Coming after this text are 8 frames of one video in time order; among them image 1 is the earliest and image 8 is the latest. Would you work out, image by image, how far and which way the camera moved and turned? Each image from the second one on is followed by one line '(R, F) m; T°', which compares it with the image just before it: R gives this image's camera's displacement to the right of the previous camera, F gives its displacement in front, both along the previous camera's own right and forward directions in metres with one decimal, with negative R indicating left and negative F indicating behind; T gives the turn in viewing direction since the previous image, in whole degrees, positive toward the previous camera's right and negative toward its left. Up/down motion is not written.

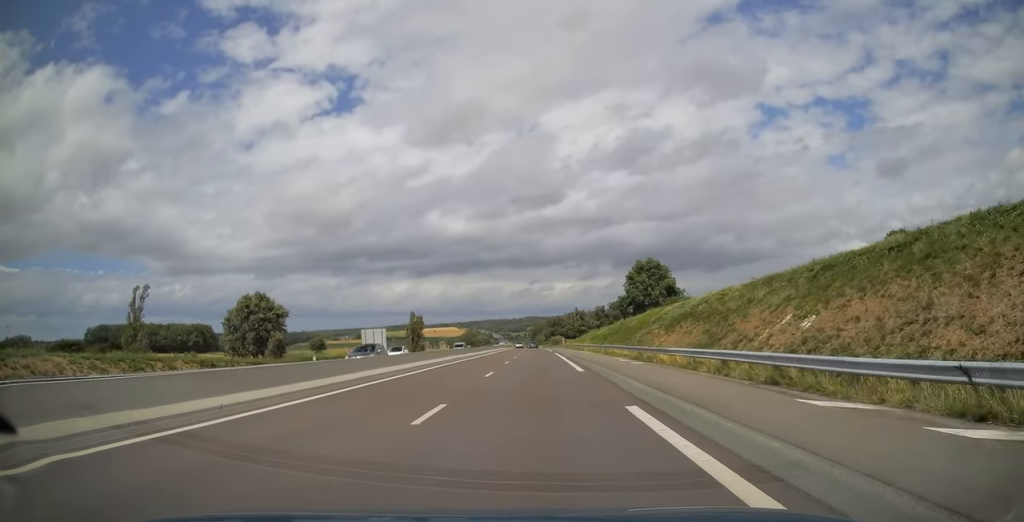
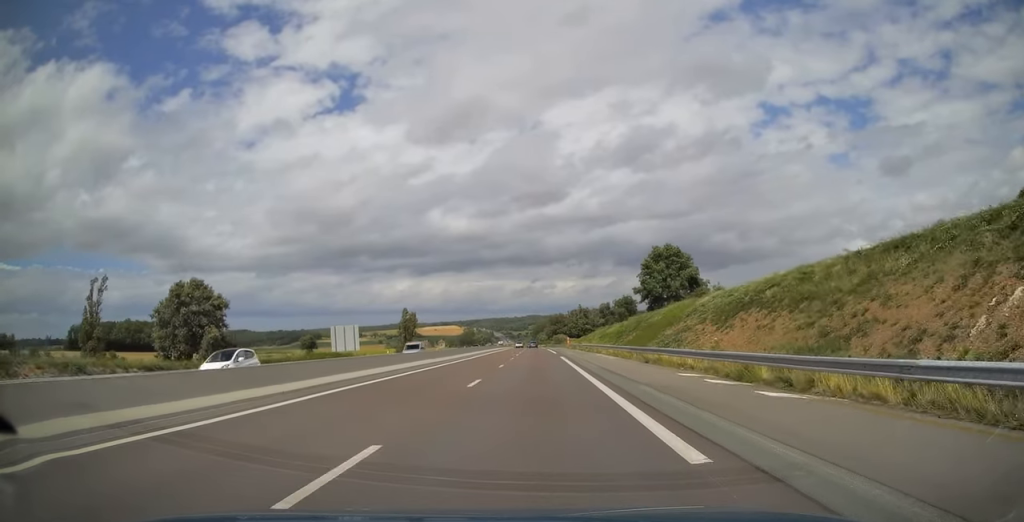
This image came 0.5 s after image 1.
(0.0, +17.9) m; 0°
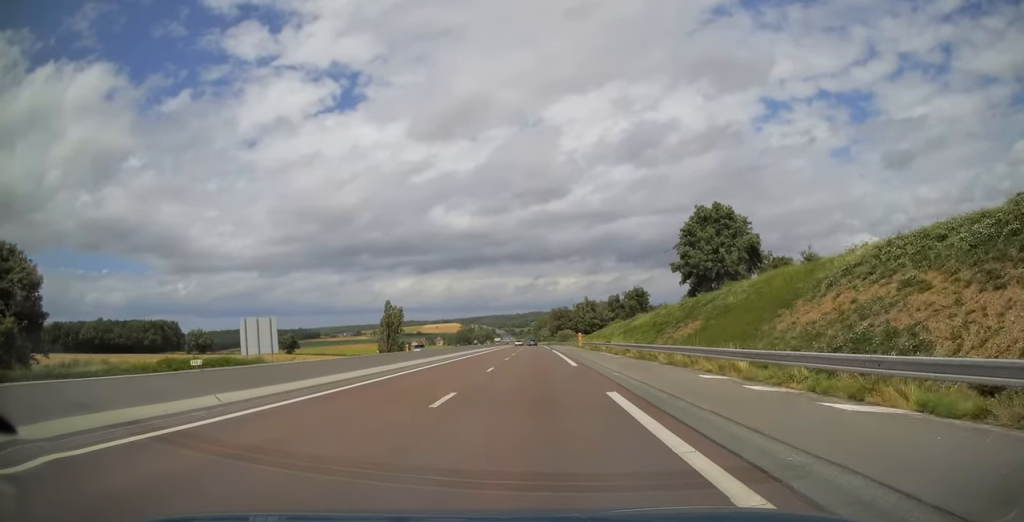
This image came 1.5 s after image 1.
(-0.2, +31.3) m; 0°
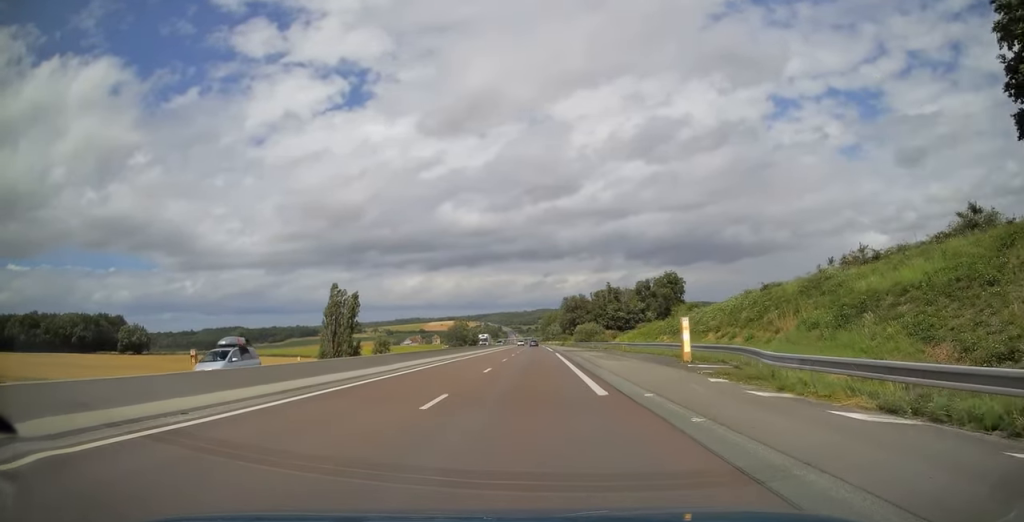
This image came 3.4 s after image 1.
(-0.2, +64.5) m; 0°
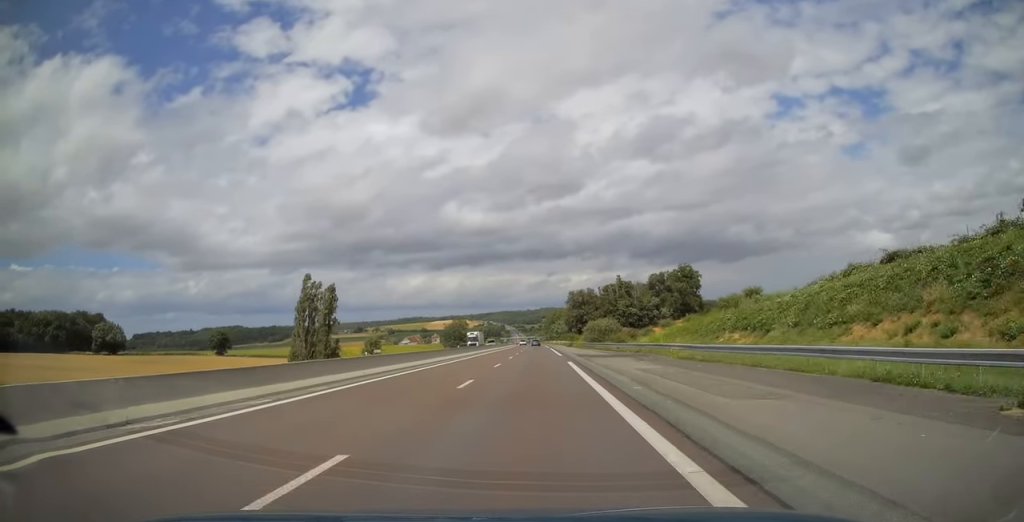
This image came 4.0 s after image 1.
(-0.1, +20.8) m; 0°
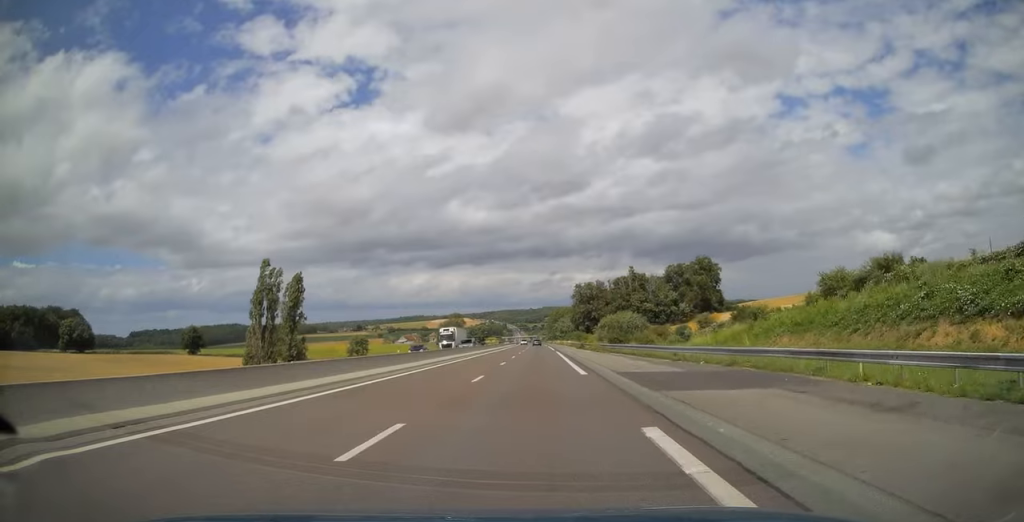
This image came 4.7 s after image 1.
(-0.1, +23.1) m; 0°
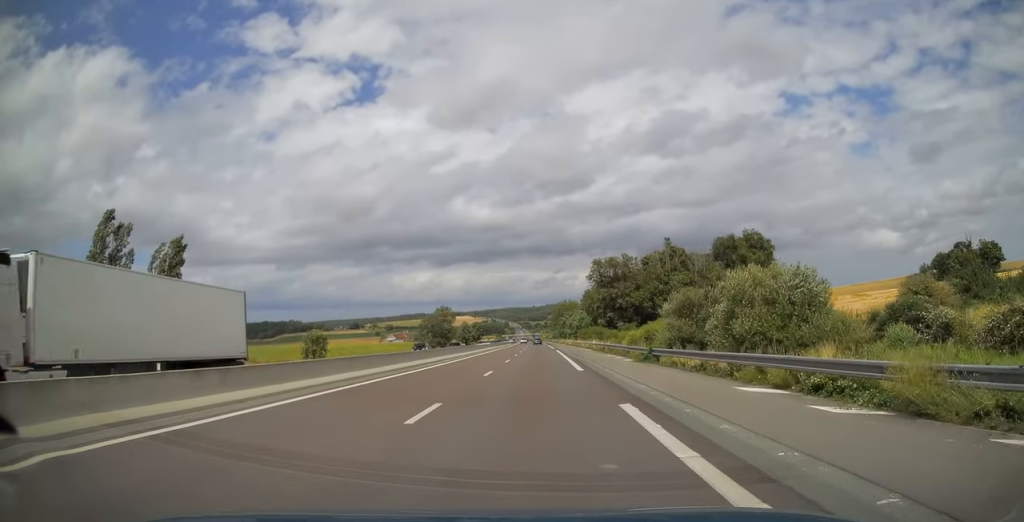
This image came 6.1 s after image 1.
(-0.2, +48.4) m; 0°
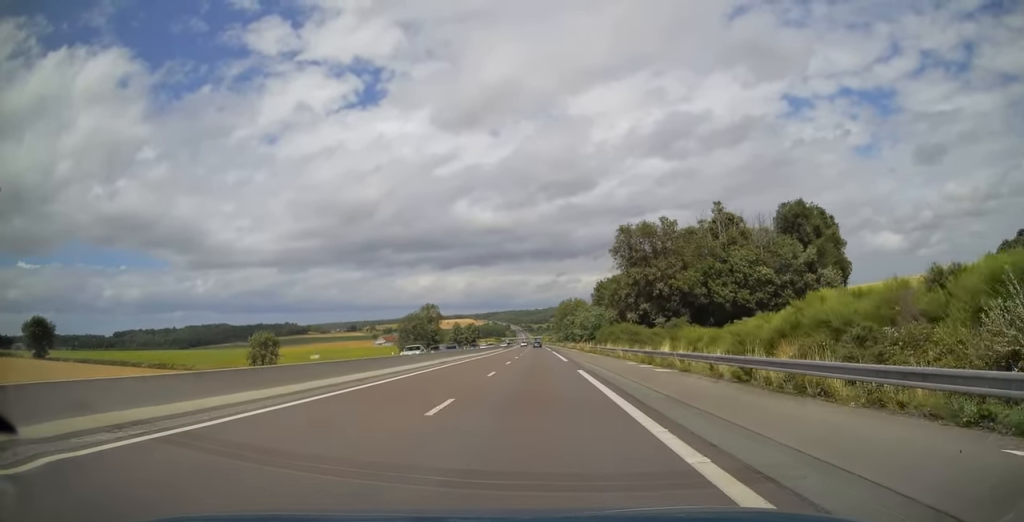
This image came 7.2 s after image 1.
(-0.1, +37.1) m; 0°
